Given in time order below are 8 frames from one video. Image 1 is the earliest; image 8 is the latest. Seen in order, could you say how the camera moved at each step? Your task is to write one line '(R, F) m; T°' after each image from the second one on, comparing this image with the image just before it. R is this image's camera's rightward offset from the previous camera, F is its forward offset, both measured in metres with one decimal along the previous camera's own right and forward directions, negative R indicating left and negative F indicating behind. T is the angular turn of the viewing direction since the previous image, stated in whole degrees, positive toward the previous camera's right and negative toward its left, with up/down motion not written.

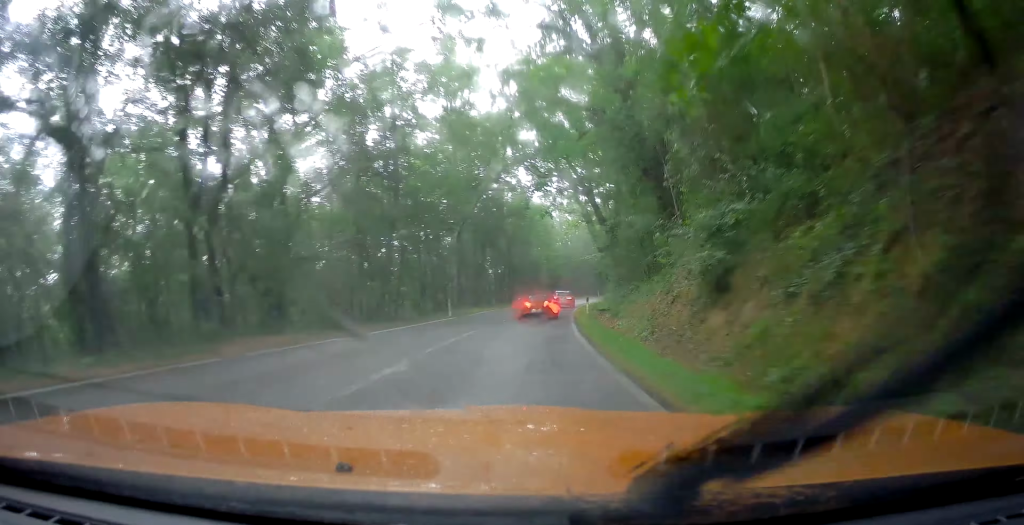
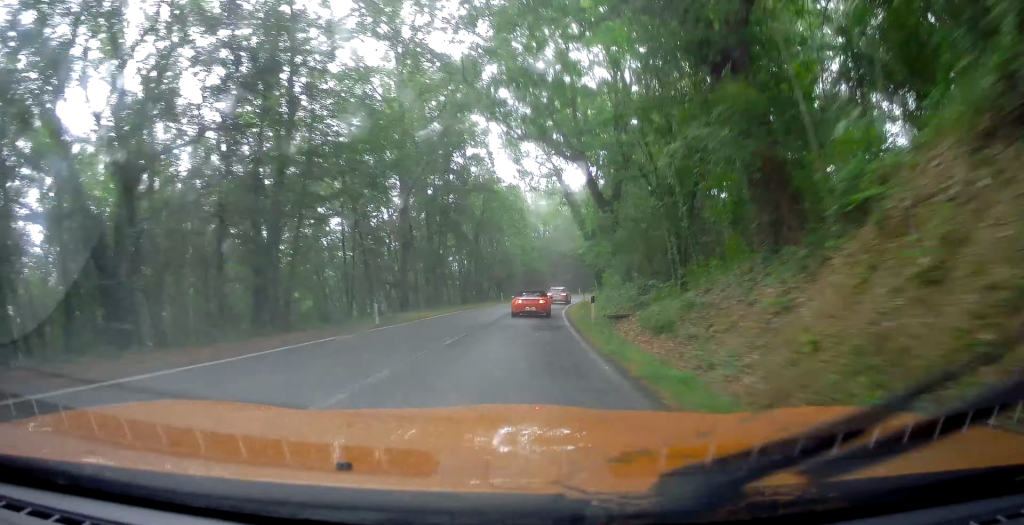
(+1.2, +12.4) m; +16°
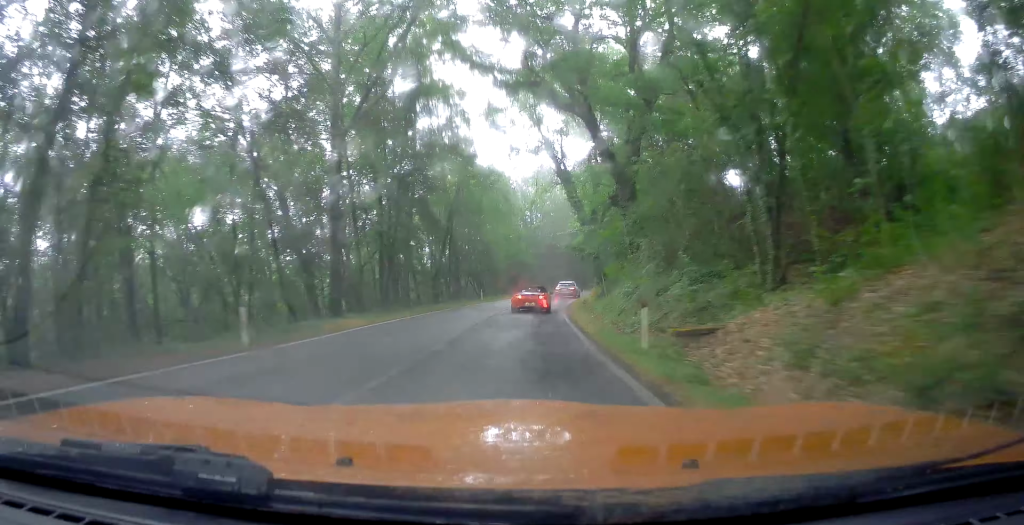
(+1.3, +10.1) m; +15°
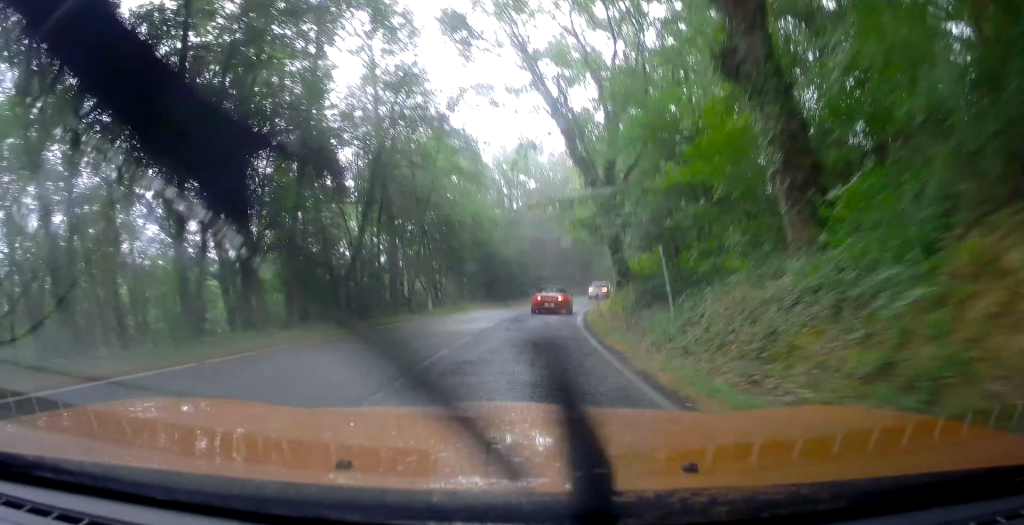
(+3.6, +18.2) m; +7°
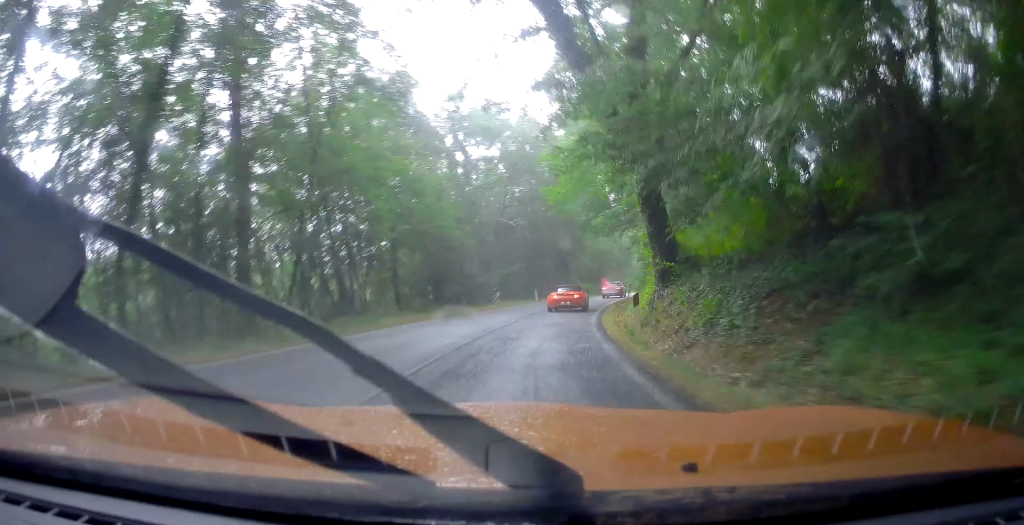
(-1.2, +15.0) m; -5°
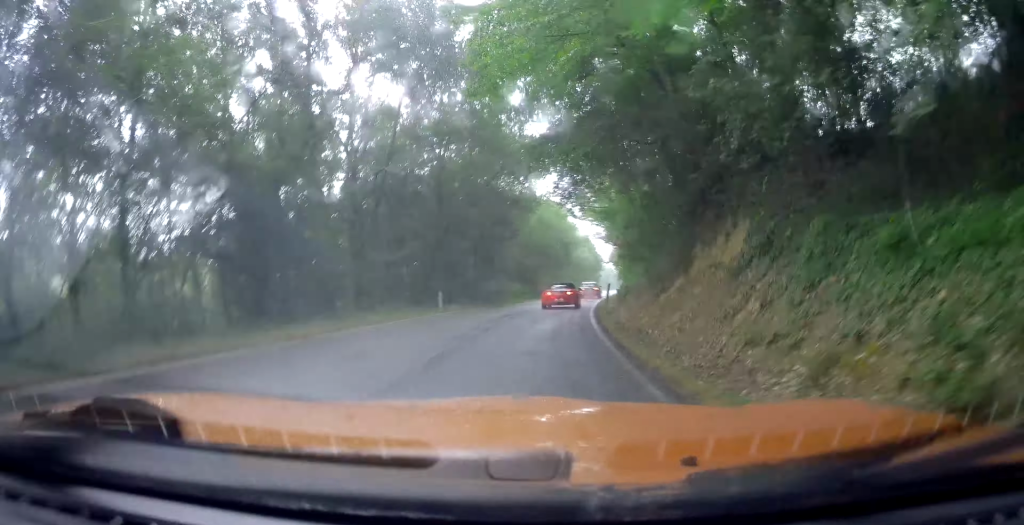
(+0.8, +21.4) m; +11°
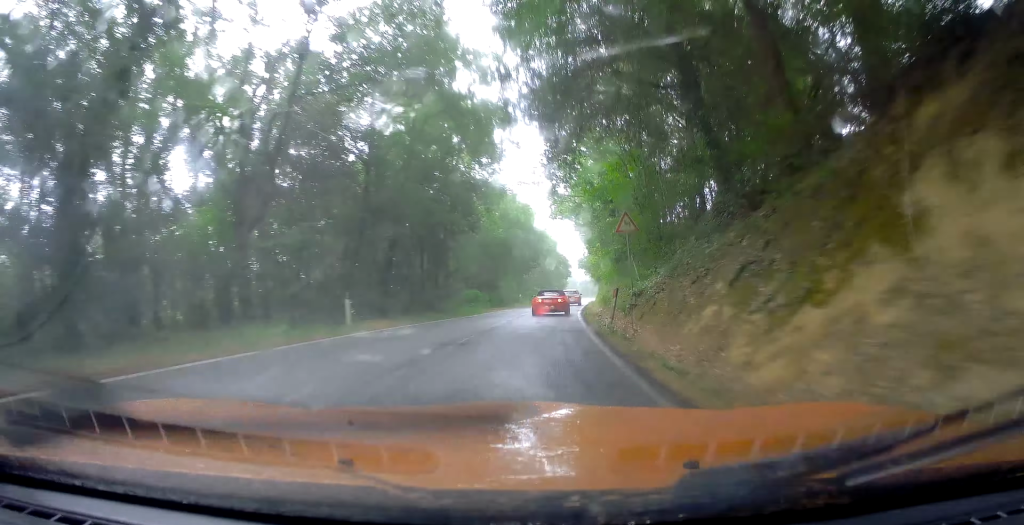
(+0.8, +10.6) m; +4°
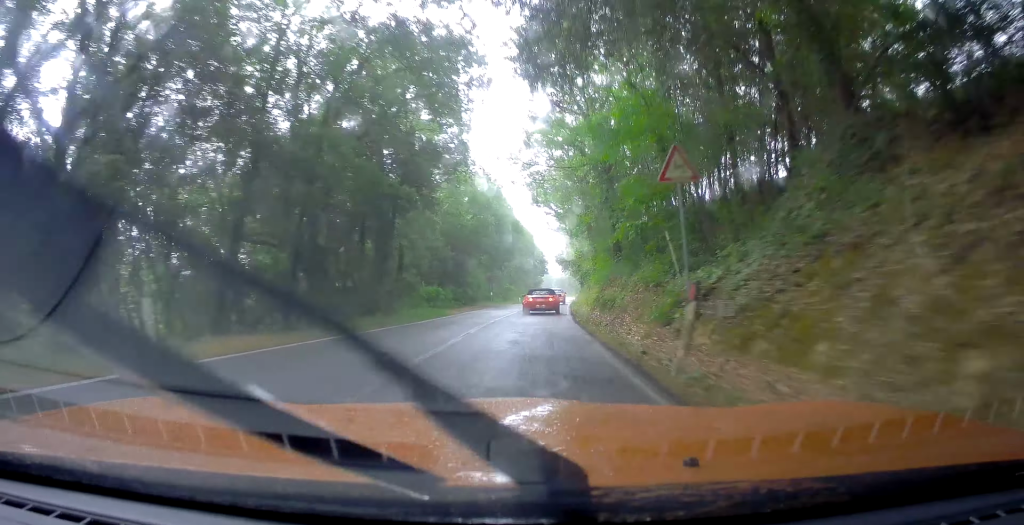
(+0.3, +9.9) m; +2°
